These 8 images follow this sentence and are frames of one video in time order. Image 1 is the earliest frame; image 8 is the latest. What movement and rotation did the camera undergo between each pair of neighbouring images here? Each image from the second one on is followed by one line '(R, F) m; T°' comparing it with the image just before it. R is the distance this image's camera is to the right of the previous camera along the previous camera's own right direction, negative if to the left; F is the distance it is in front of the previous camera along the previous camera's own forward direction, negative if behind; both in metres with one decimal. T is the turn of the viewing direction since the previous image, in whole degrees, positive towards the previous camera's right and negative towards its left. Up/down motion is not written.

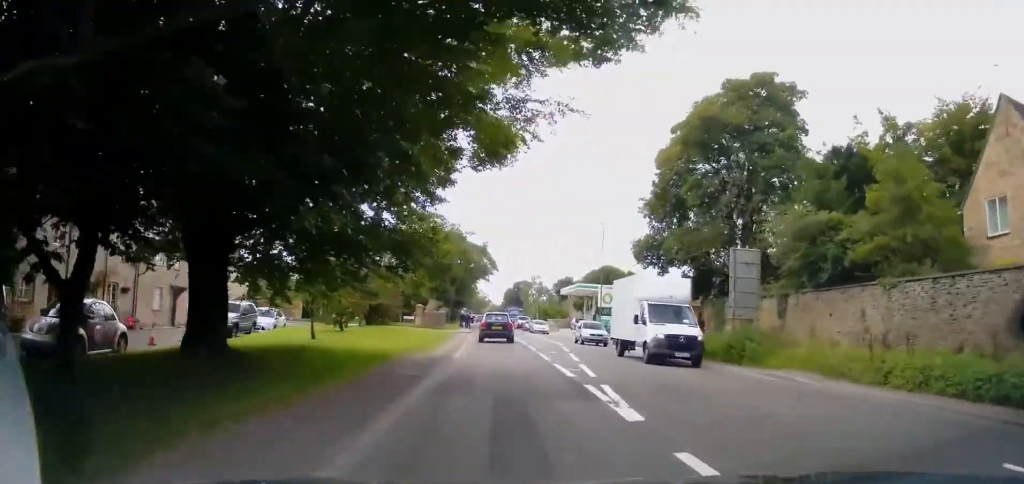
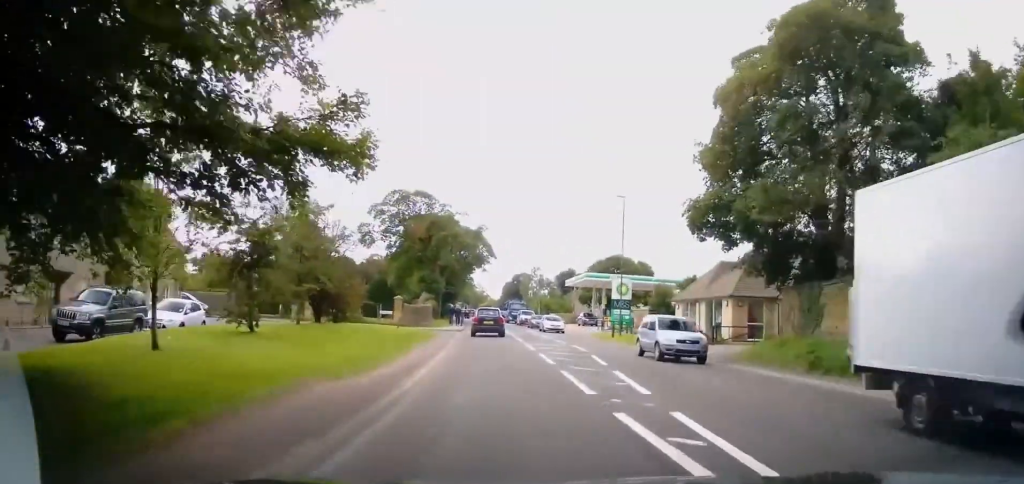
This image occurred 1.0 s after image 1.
(0.0, +10.0) m; 0°
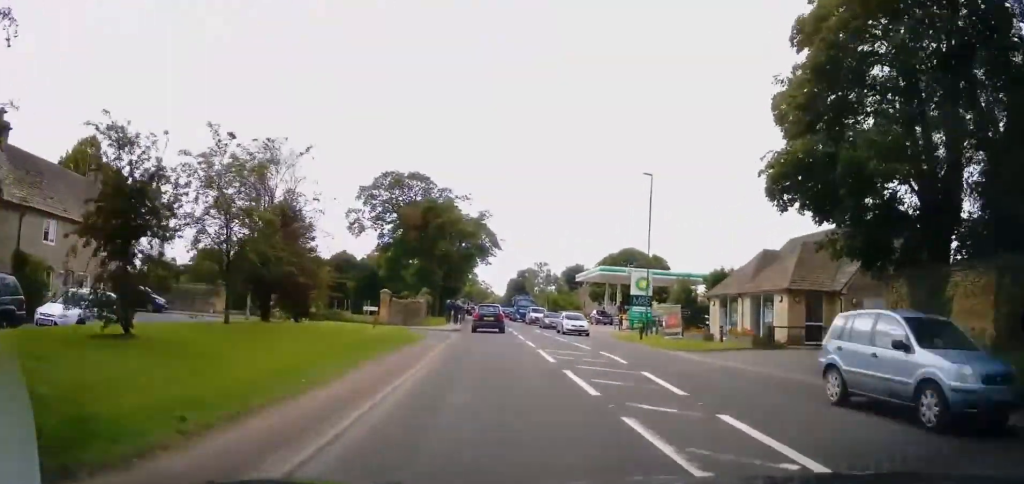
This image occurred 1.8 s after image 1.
(0.0, +7.0) m; 0°
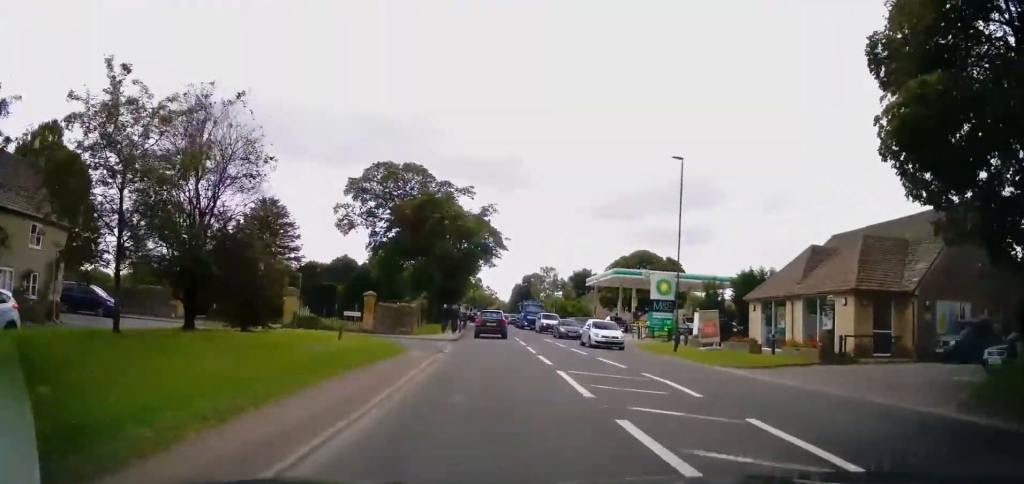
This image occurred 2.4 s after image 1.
(0.0, +5.9) m; 0°
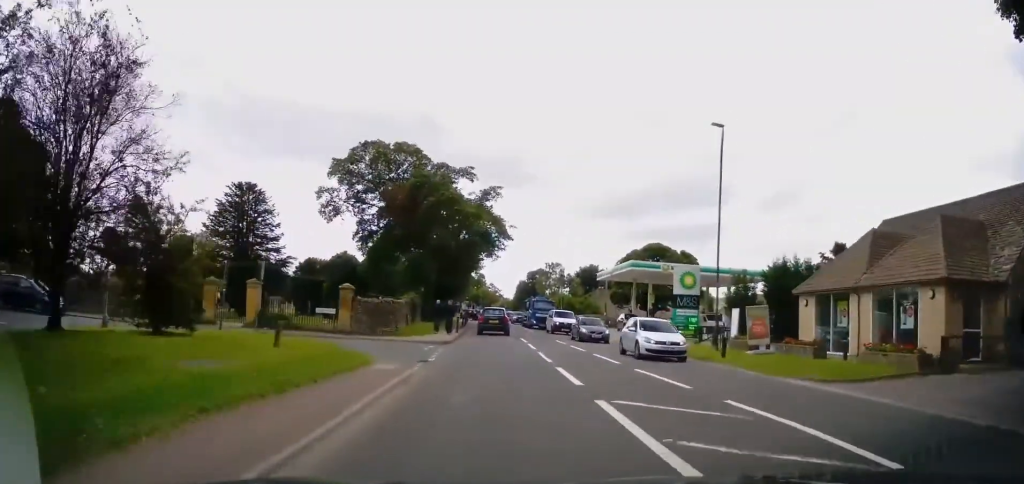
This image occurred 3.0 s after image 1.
(0.0, +5.9) m; 0°
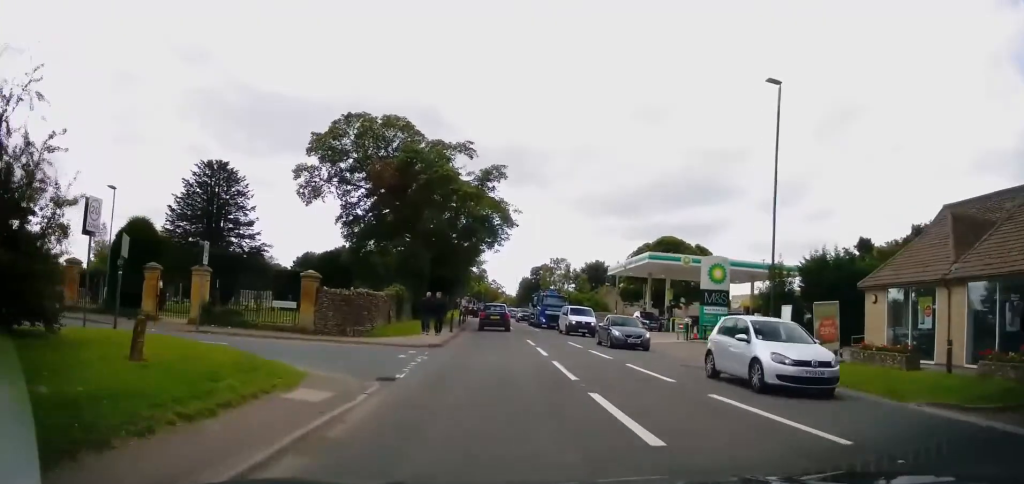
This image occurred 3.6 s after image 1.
(0.0, +5.9) m; 0°
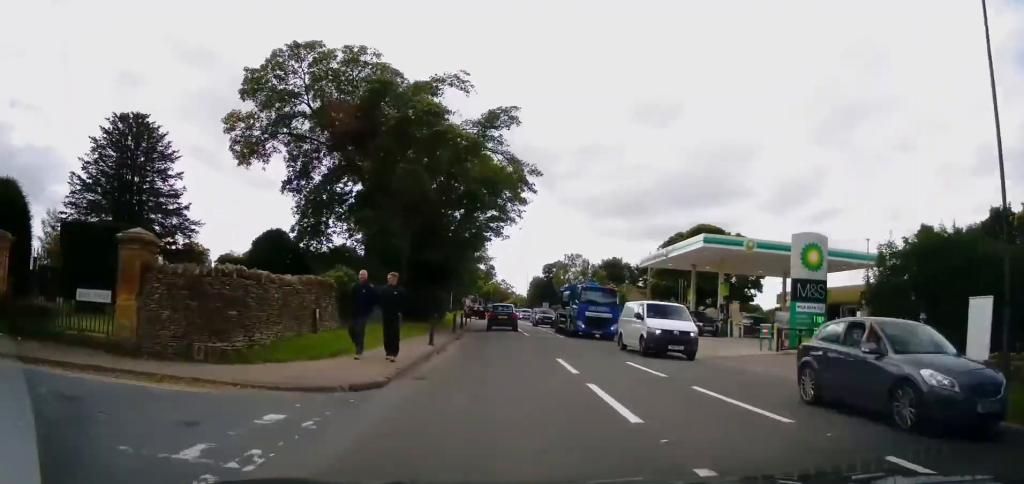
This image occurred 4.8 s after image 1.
(+0.1, +11.9) m; -1°
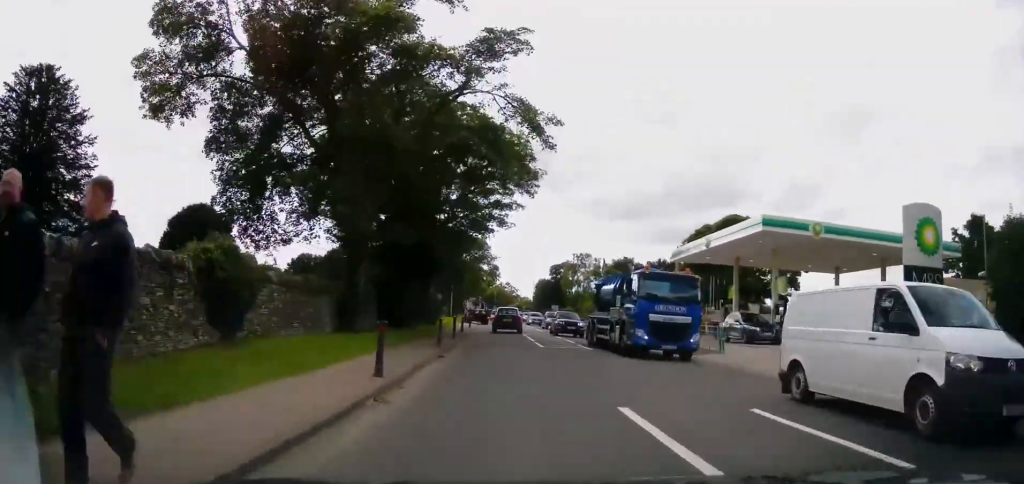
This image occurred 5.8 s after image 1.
(-0.1, +9.0) m; -2°
